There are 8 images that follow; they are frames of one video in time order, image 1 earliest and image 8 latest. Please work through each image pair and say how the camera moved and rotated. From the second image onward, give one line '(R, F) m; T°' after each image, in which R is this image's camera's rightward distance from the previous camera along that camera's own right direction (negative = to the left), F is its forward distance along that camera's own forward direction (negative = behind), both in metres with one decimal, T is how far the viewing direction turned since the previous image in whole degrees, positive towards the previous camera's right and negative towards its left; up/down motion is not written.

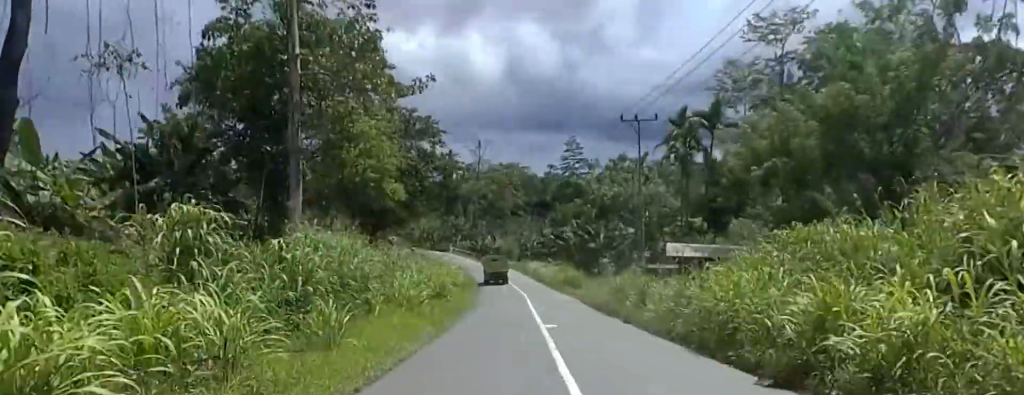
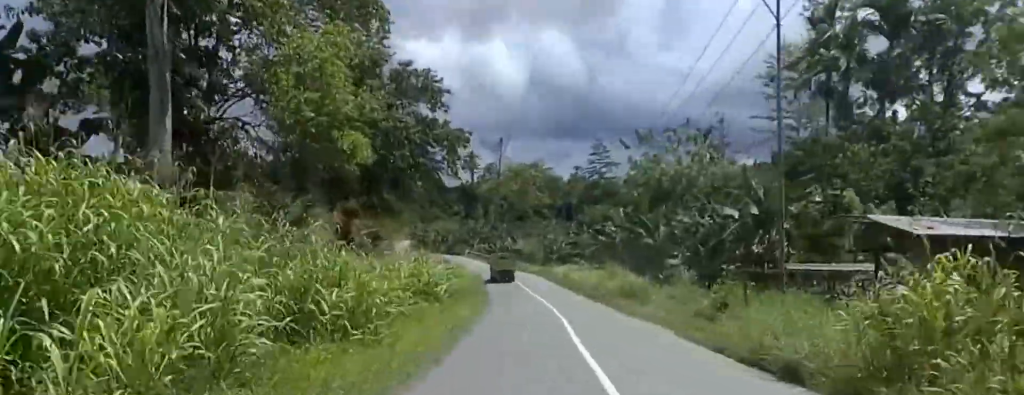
(-0.2, +14.7) m; -5°
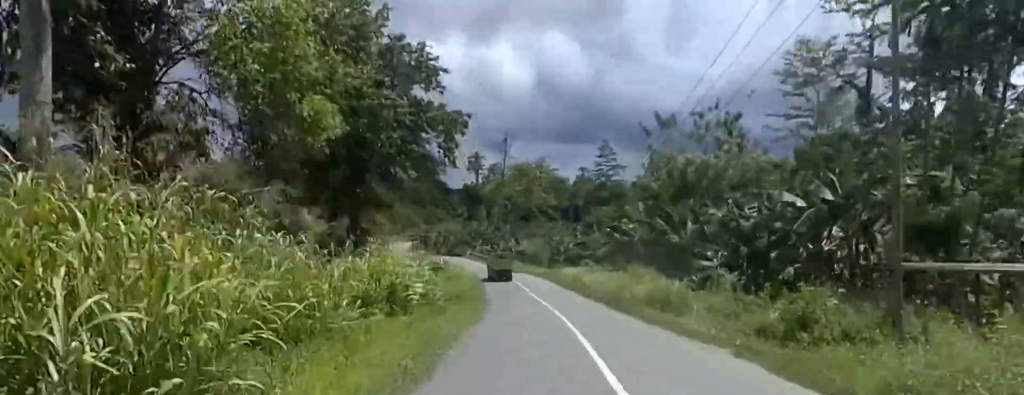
(-0.3, +5.3) m; -3°
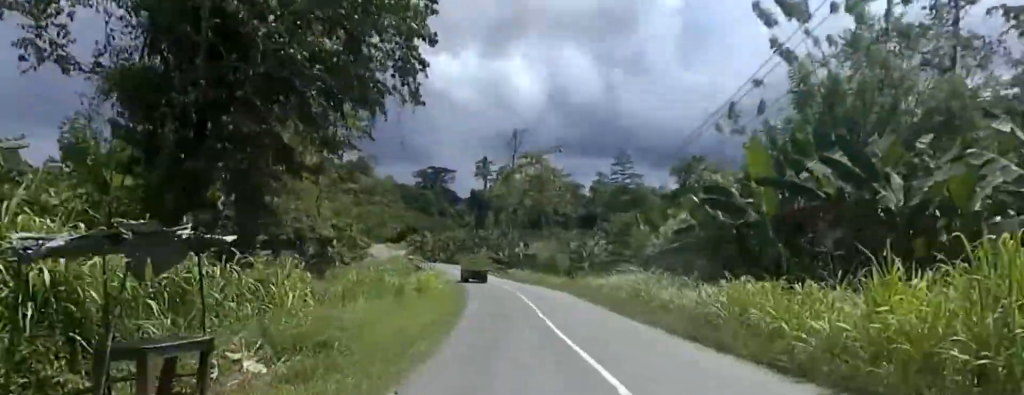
(-0.5, +17.7) m; -2°
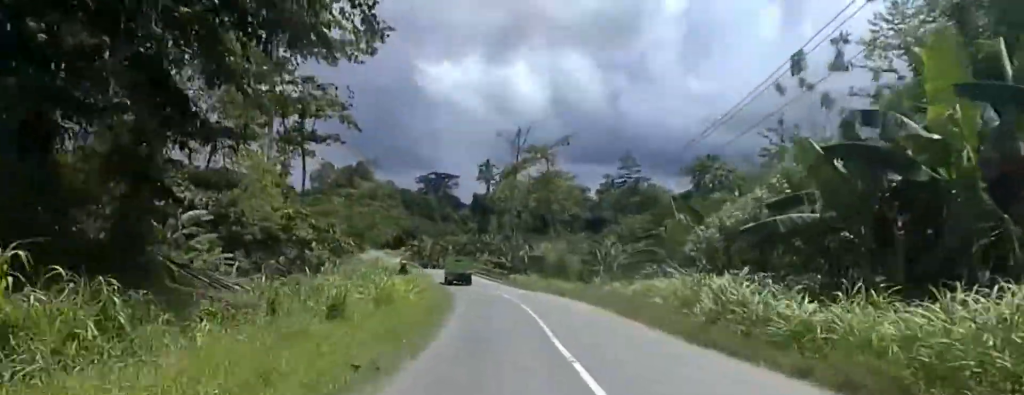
(0.0, +8.0) m; 0°
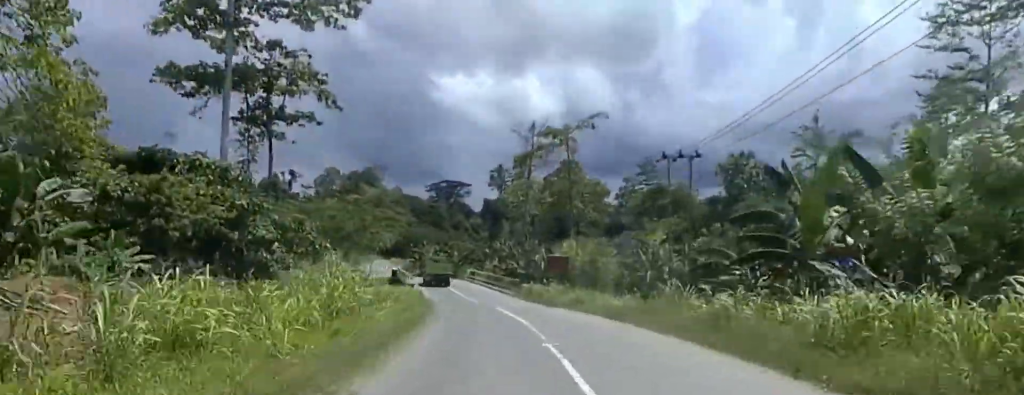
(+0.1, +12.3) m; +1°
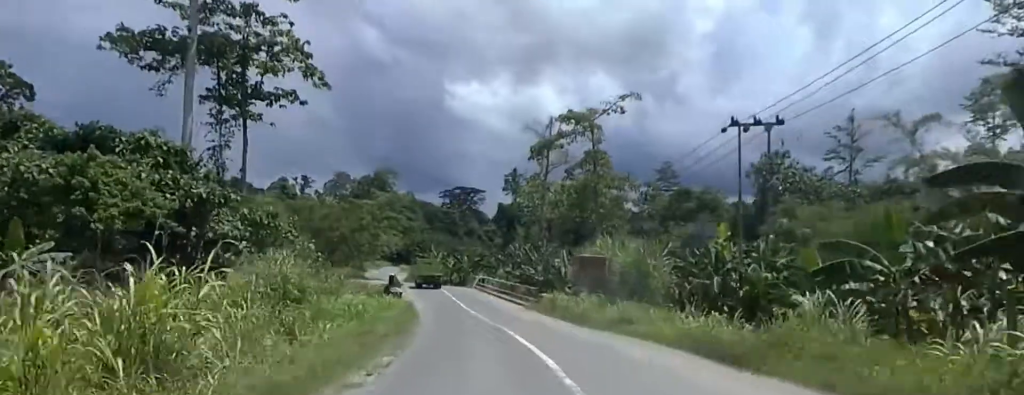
(0.0, +8.3) m; -1°
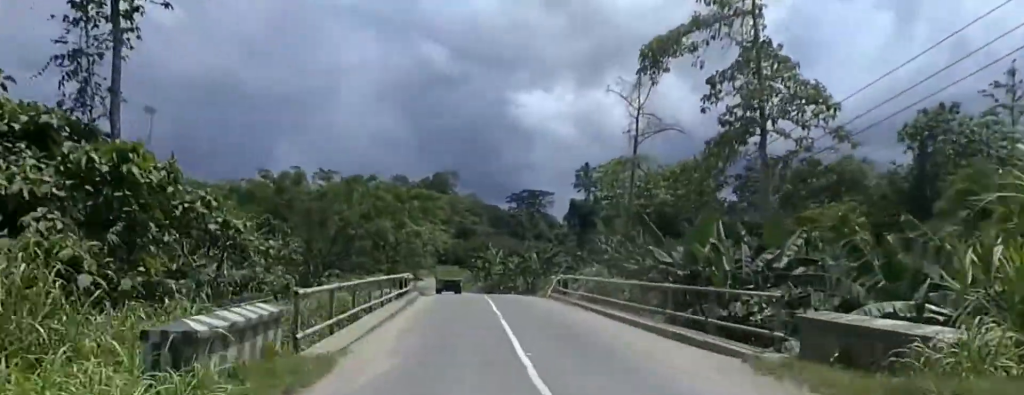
(-1.2, +23.0) m; -6°
